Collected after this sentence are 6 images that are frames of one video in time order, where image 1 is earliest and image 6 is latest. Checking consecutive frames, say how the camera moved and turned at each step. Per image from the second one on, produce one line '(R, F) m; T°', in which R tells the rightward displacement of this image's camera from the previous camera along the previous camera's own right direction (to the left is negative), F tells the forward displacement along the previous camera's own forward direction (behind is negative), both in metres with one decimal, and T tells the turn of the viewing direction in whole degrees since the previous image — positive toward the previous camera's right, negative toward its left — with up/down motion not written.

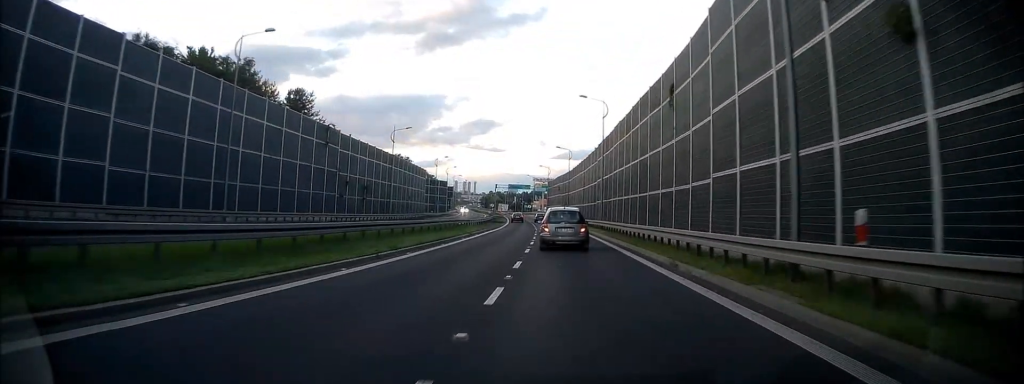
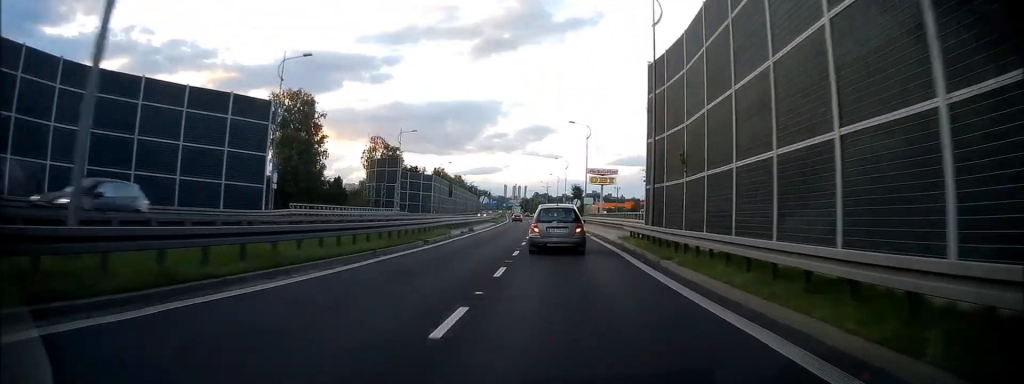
(-4.9, +104.0) m; -5°
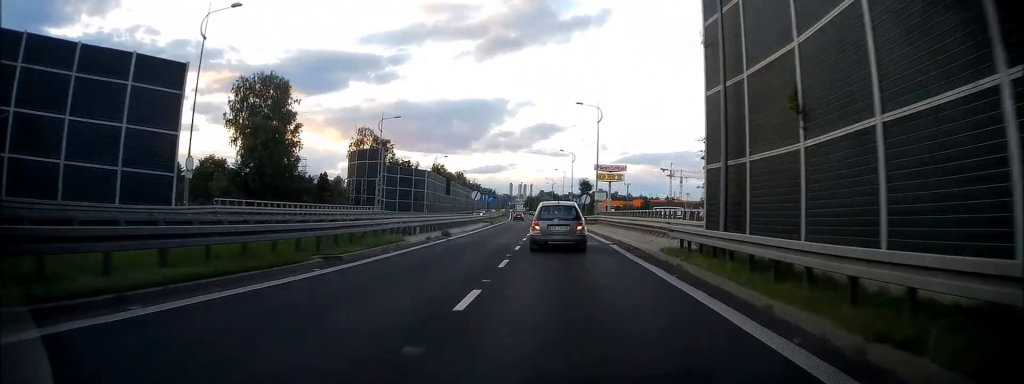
(0.0, +10.7) m; 0°
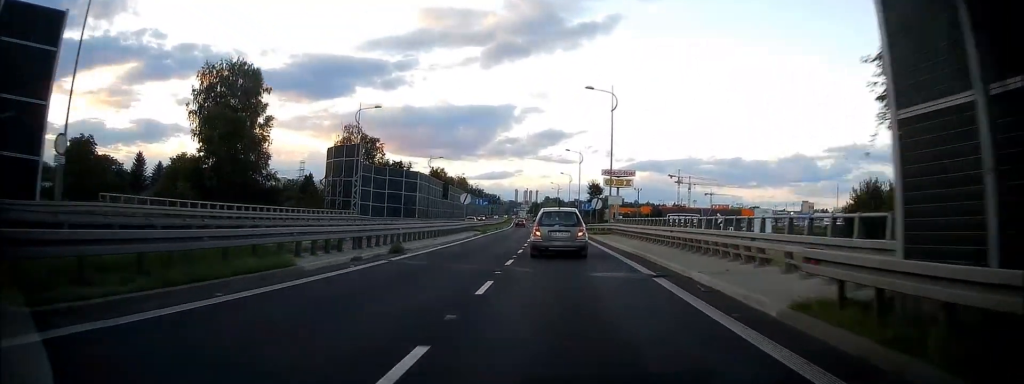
(0.0, +9.9) m; -1°
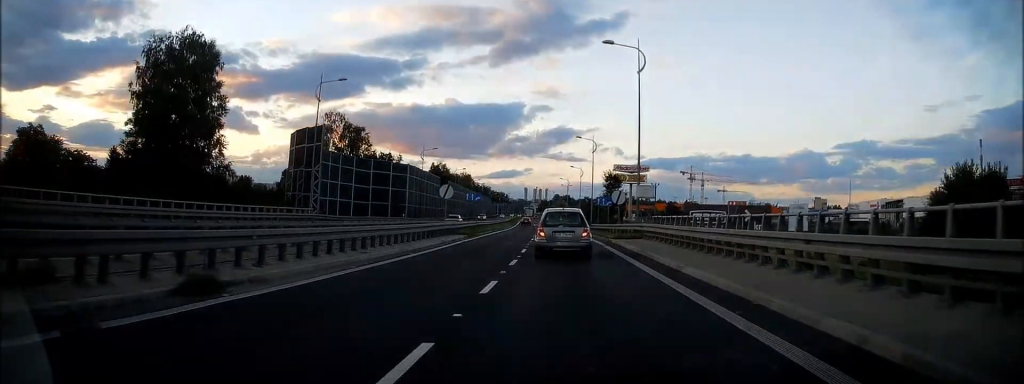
(0.0, +12.1) m; -1°
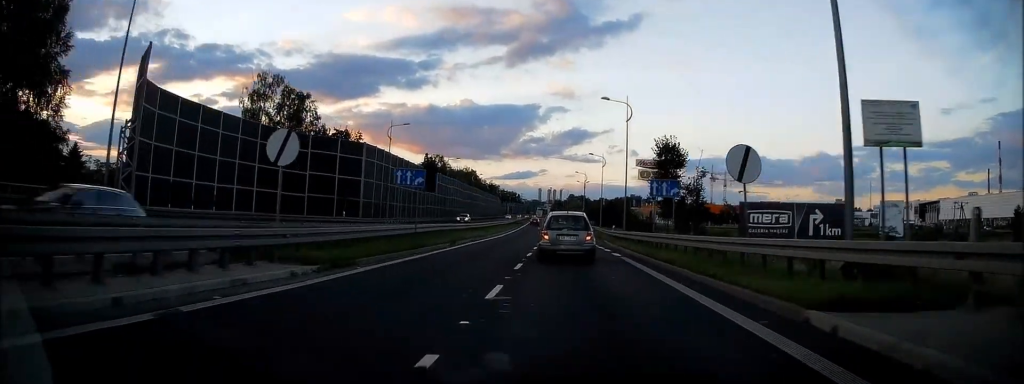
(-0.5, +24.6) m; -2°
